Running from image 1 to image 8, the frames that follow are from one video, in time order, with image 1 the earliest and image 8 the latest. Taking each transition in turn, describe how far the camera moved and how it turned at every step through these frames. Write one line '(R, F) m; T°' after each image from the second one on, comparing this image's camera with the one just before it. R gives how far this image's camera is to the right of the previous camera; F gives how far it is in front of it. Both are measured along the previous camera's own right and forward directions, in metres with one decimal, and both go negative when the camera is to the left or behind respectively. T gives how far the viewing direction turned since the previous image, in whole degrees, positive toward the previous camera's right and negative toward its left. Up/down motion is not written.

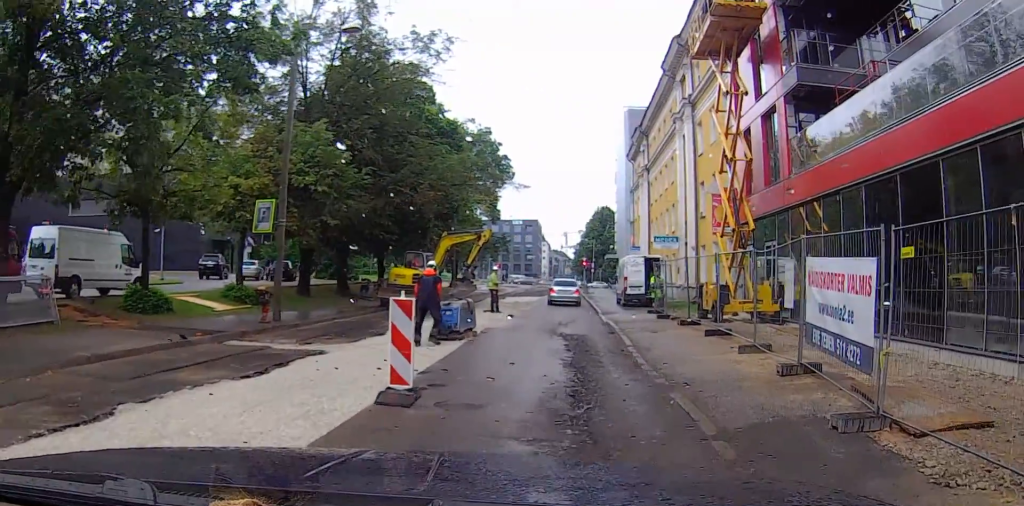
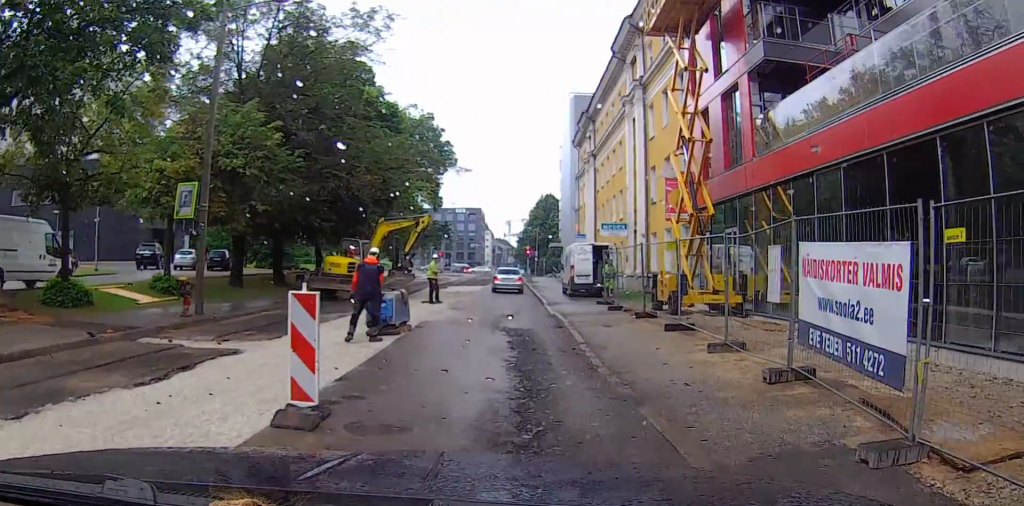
(-0.1, +1.5) m; +9°
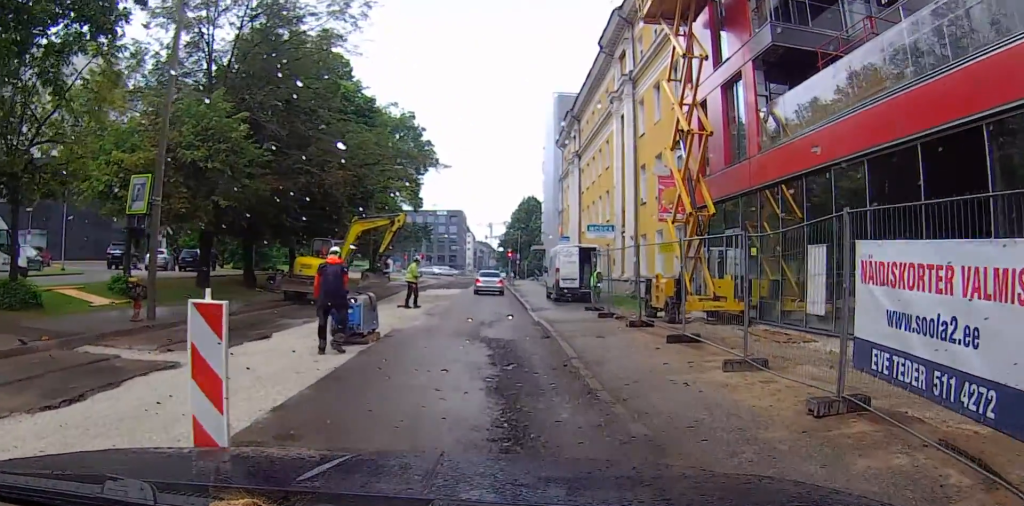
(+0.2, +1.6) m; +6°
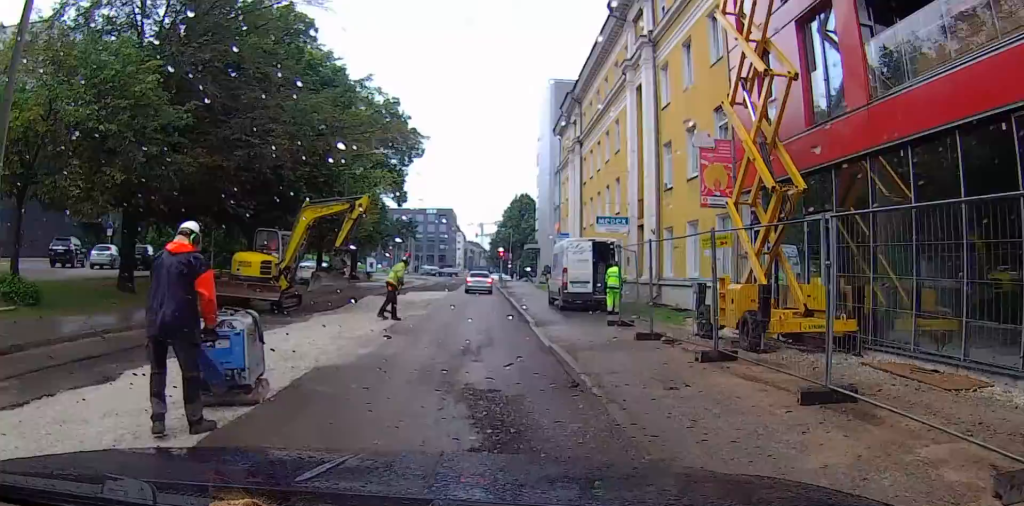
(+0.4, +5.7) m; 0°
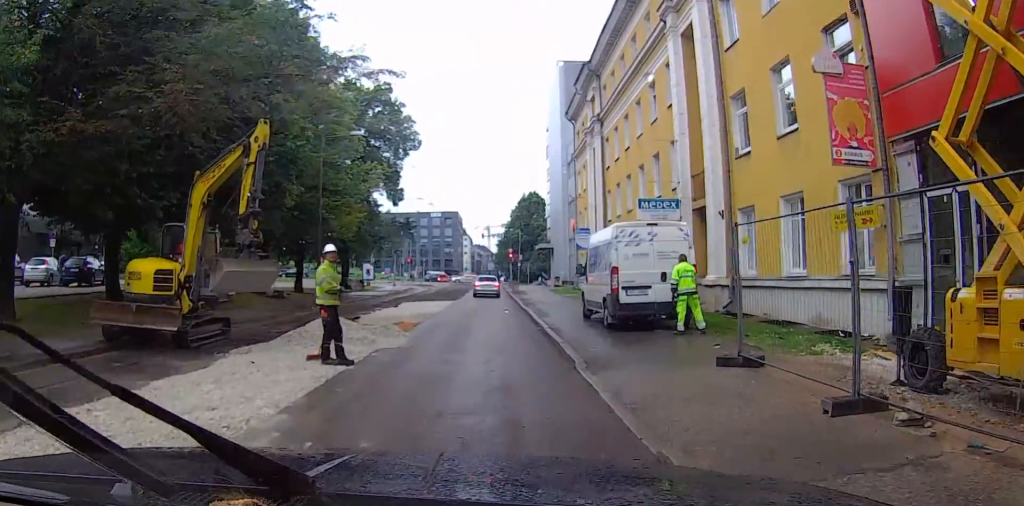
(0.0, +9.1) m; +2°
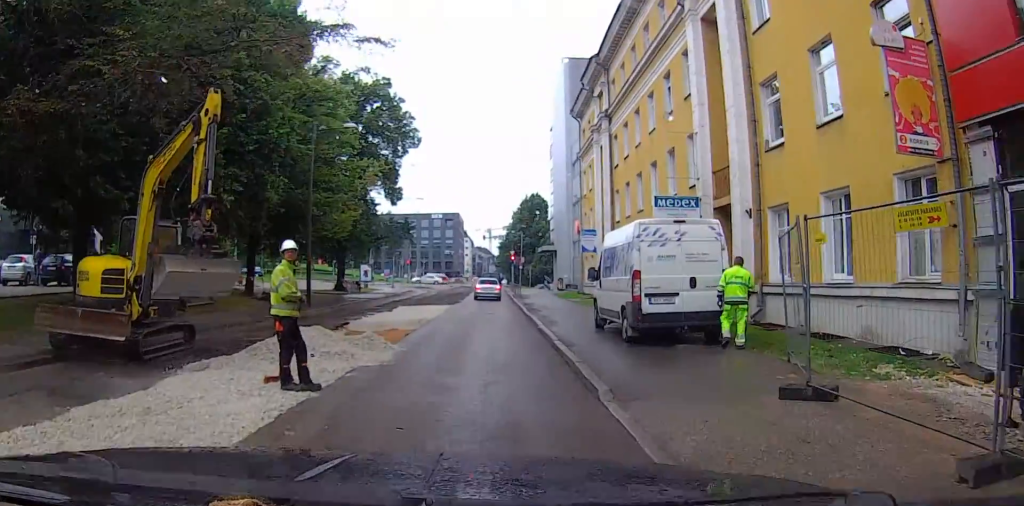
(0.0, +2.5) m; +2°
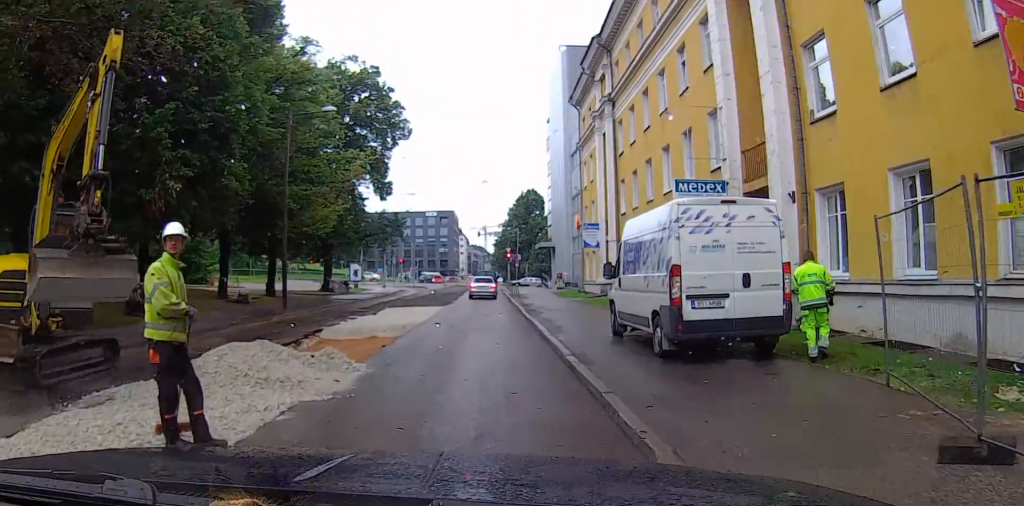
(+0.1, +3.3) m; +3°
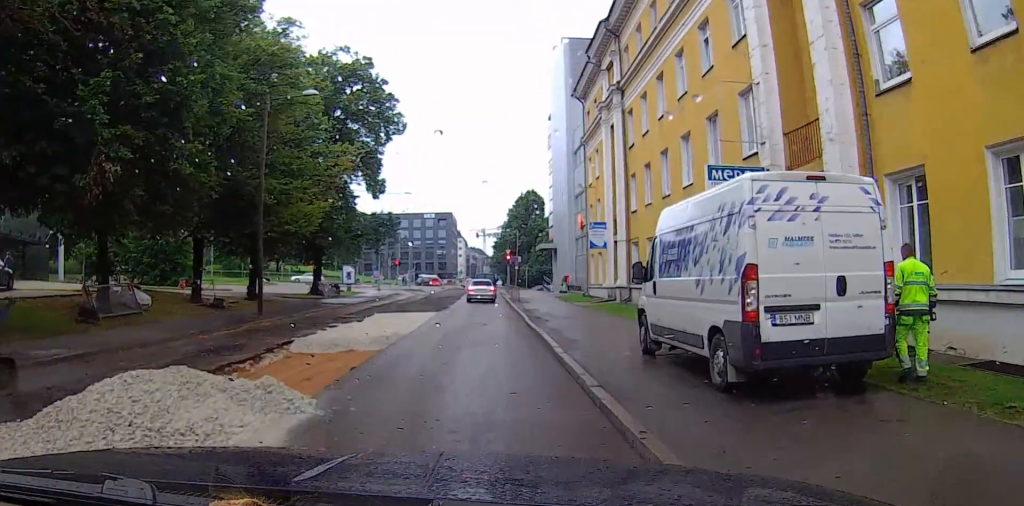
(+0.1, +3.2) m; -1°
